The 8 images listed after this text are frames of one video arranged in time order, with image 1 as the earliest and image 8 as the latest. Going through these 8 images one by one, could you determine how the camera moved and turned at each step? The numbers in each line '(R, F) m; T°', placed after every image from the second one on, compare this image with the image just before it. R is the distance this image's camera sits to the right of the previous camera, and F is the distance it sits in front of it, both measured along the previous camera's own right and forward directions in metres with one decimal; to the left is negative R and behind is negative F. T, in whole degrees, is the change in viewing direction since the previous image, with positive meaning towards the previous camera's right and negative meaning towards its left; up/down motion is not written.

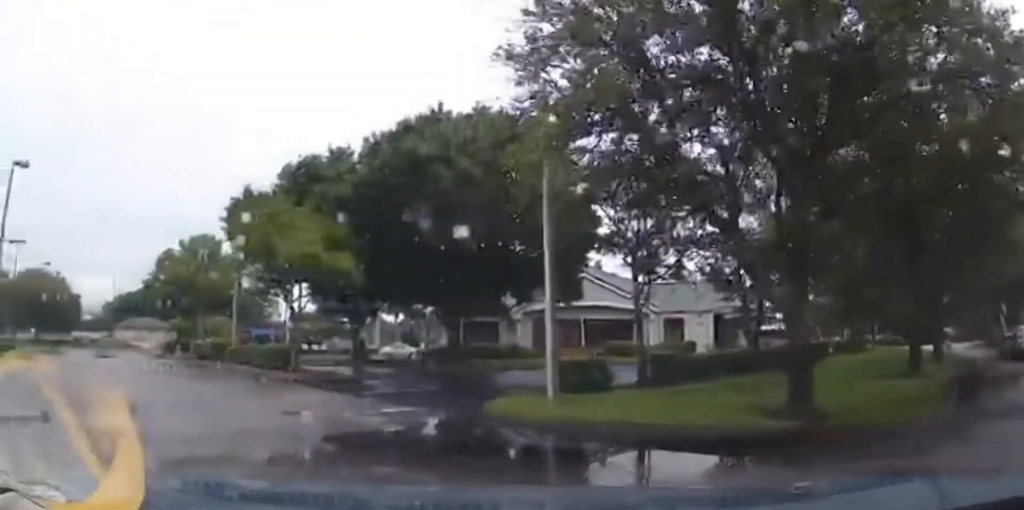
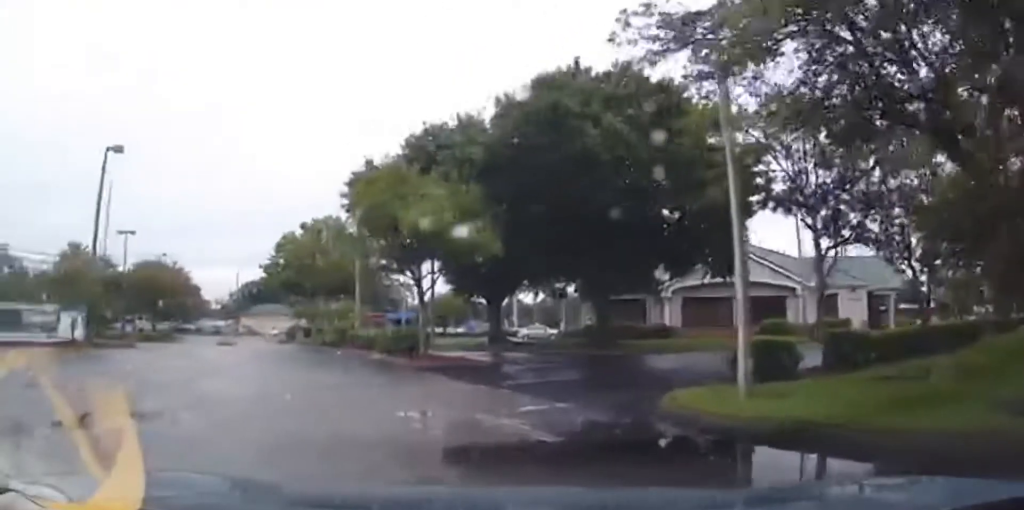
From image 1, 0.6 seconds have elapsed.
(+0.2, +2.1) m; -10°
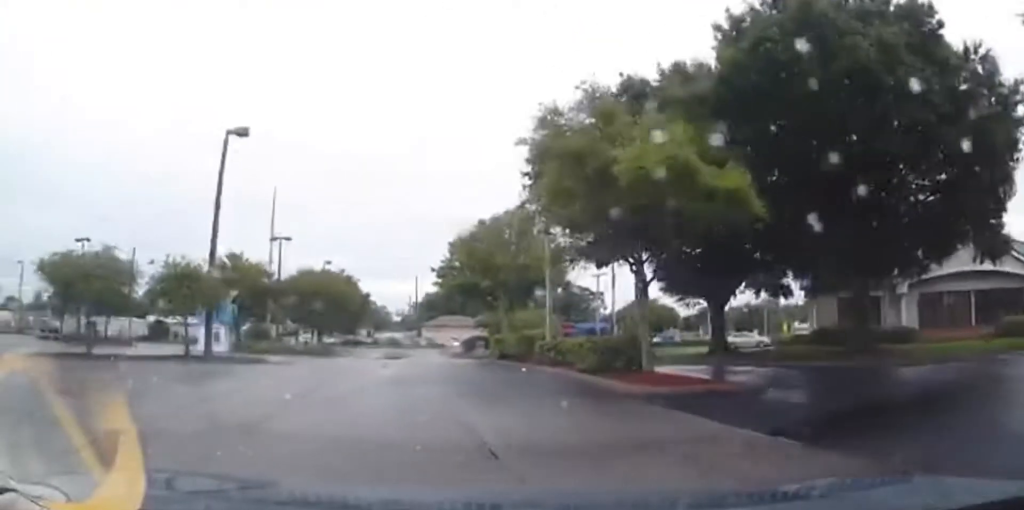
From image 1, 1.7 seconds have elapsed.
(-1.1, +4.5) m; -19°
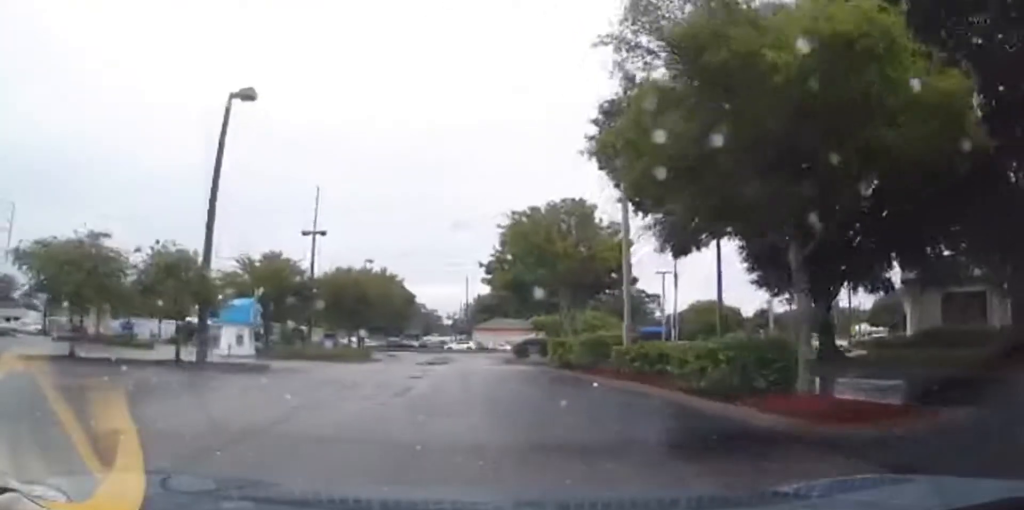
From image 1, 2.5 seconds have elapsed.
(-0.1, +4.0) m; -3°
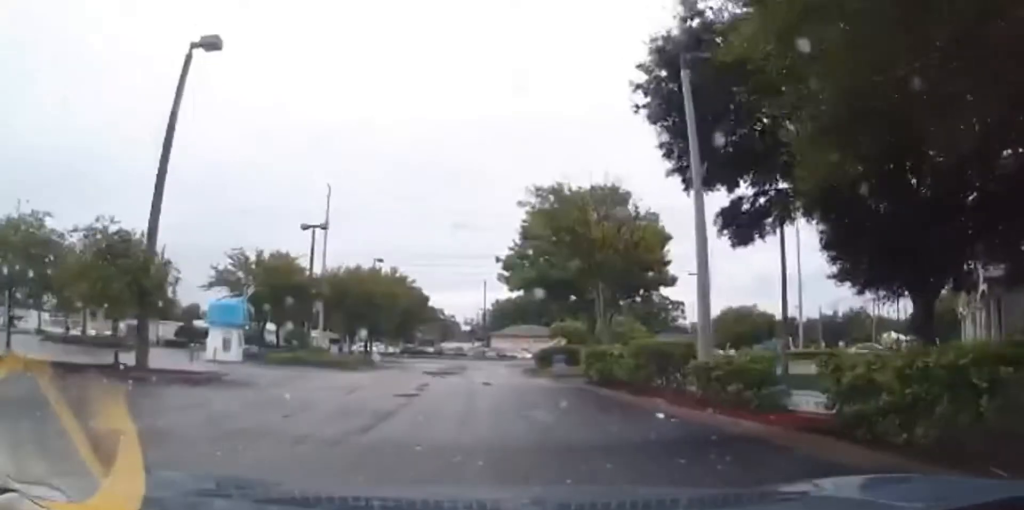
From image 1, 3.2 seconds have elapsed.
(-0.1, +4.0) m; -4°
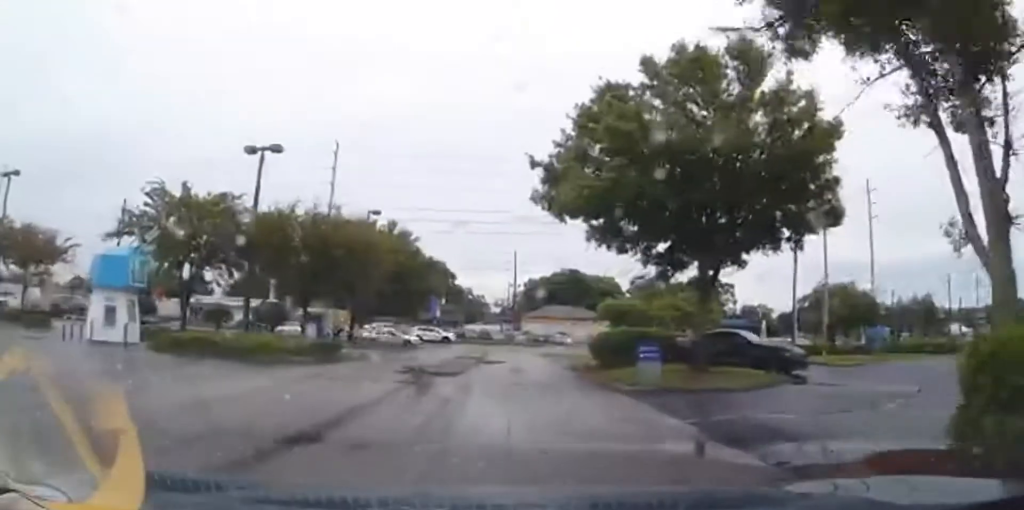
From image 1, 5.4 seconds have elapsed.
(-0.8, +12.8) m; -2°
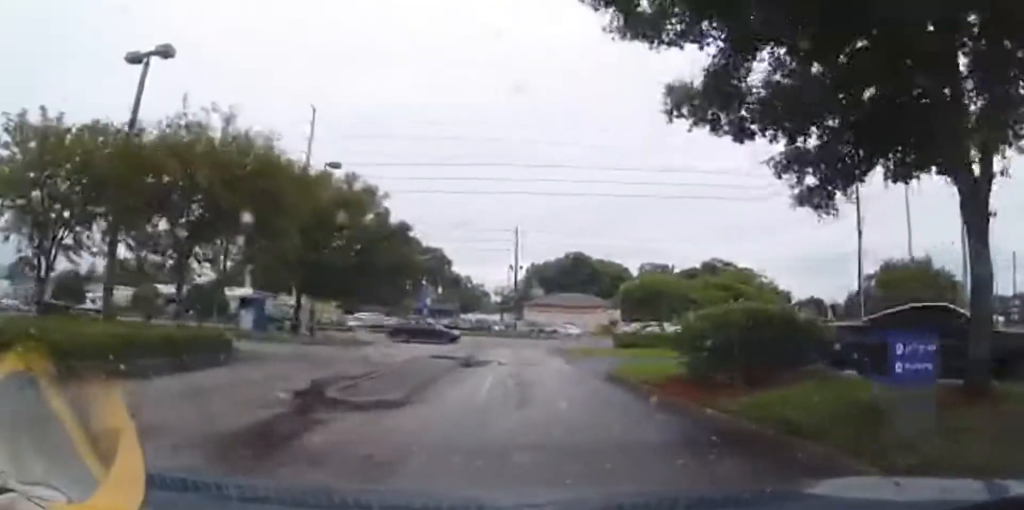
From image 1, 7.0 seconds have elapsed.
(+0.2, +9.7) m; 0°
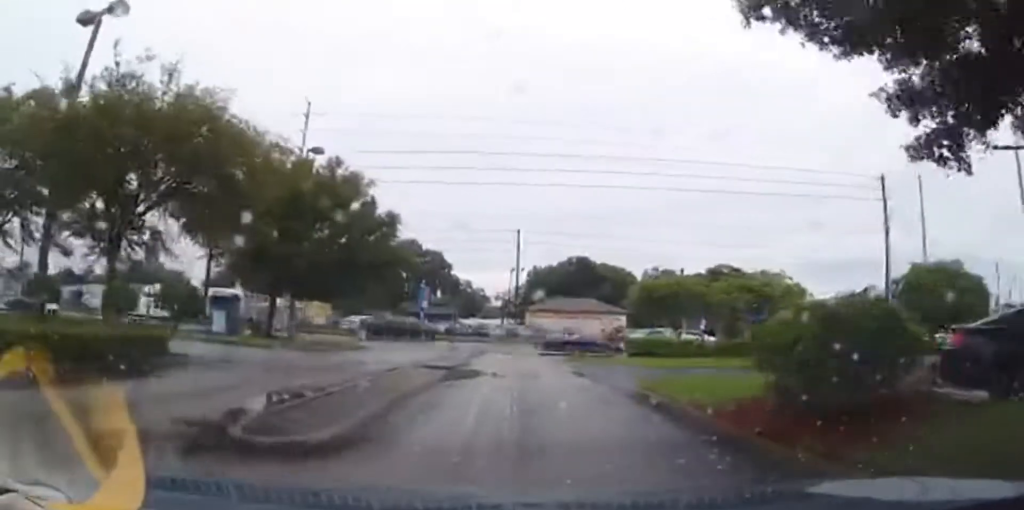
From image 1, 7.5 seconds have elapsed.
(+0.1, +3.1) m; -2°
